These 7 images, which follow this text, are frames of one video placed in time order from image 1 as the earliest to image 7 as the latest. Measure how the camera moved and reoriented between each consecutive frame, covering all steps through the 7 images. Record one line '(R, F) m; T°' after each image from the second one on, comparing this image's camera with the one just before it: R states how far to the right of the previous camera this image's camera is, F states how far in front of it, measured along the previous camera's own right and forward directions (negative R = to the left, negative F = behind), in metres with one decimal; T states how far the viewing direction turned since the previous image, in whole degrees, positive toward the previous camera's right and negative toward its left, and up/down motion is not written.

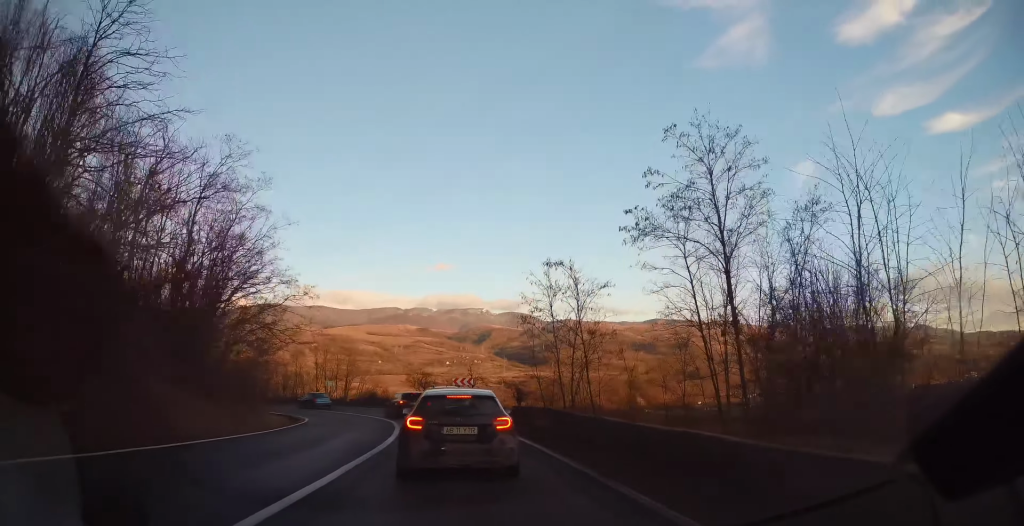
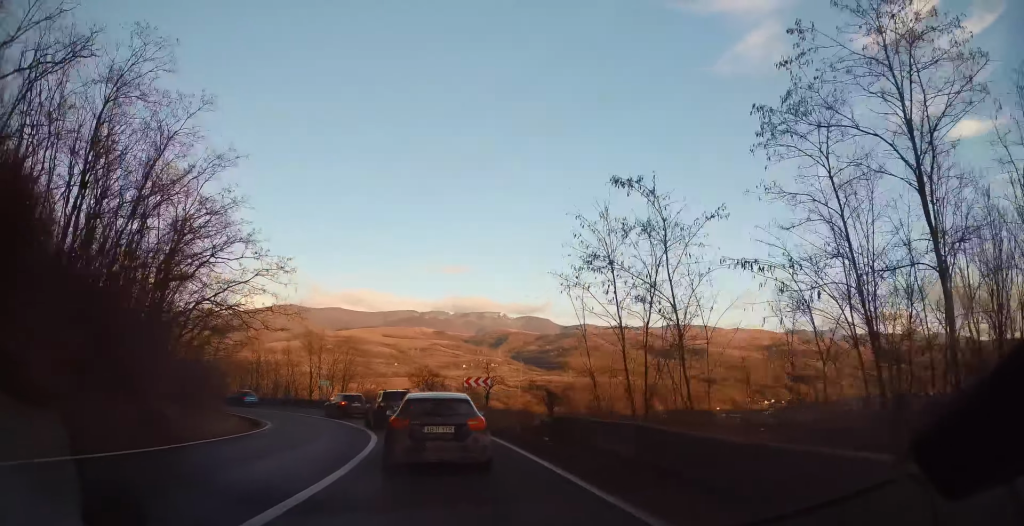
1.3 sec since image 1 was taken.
(-0.5, +8.5) m; -6°
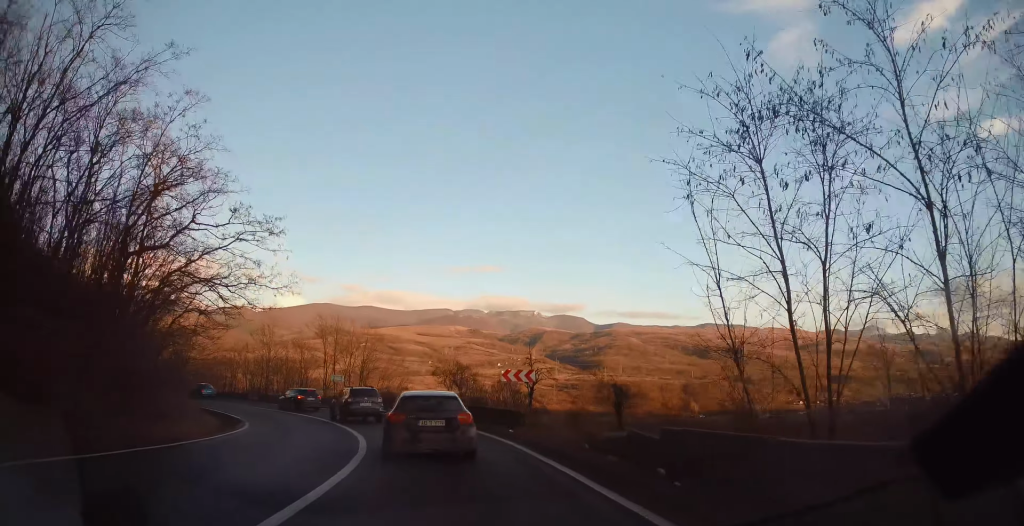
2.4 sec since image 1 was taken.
(-0.4, +7.0) m; -5°
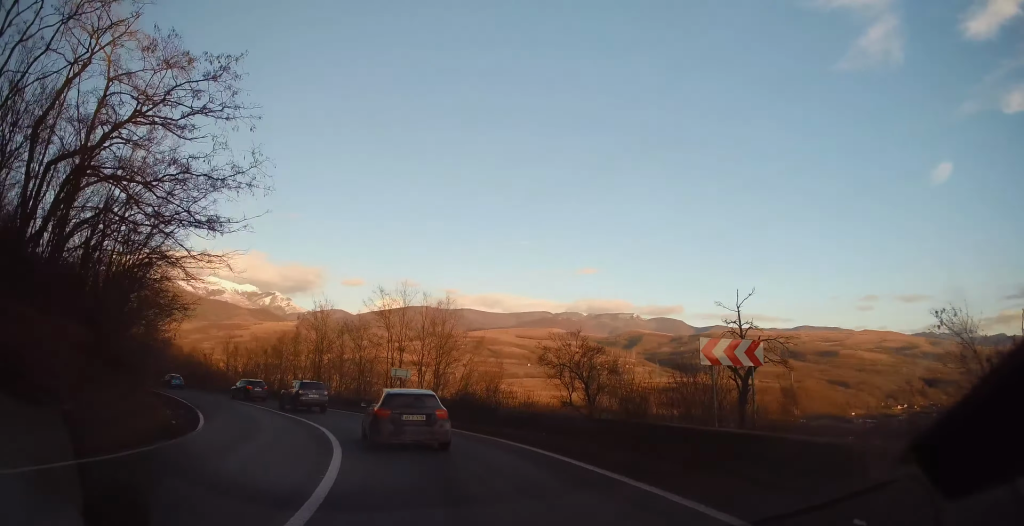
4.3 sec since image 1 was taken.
(-1.0, +12.7) m; -11°
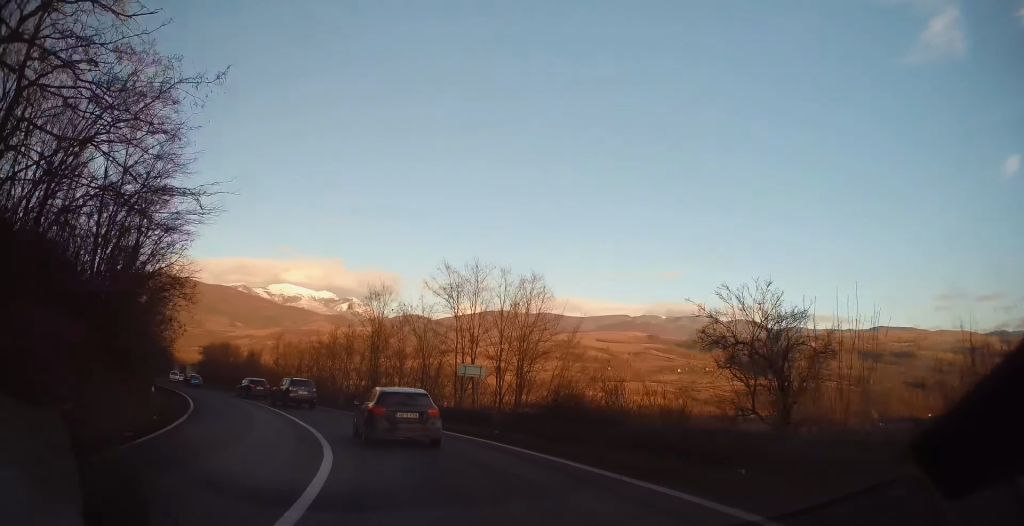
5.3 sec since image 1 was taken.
(-0.6, +7.4) m; -10°
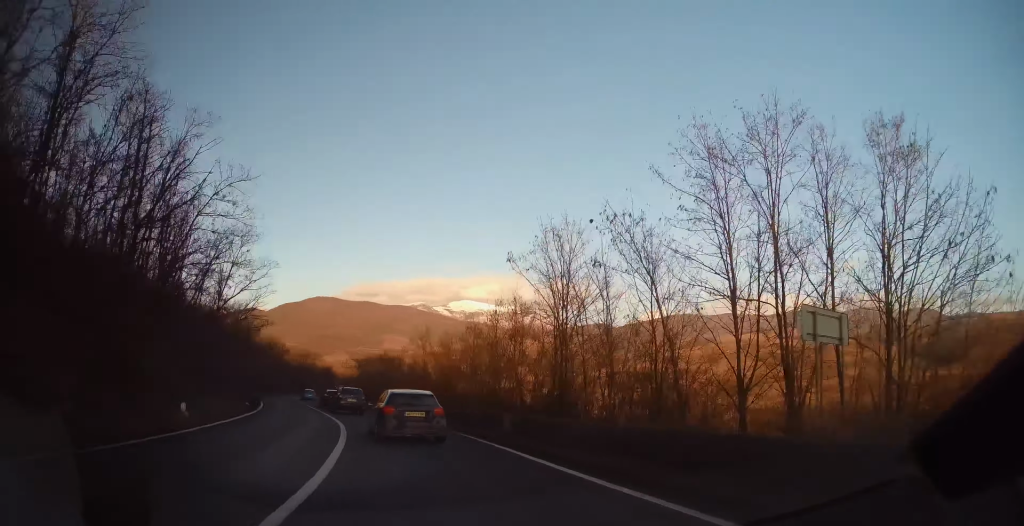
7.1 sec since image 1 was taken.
(-2.3, +14.7) m; -16°
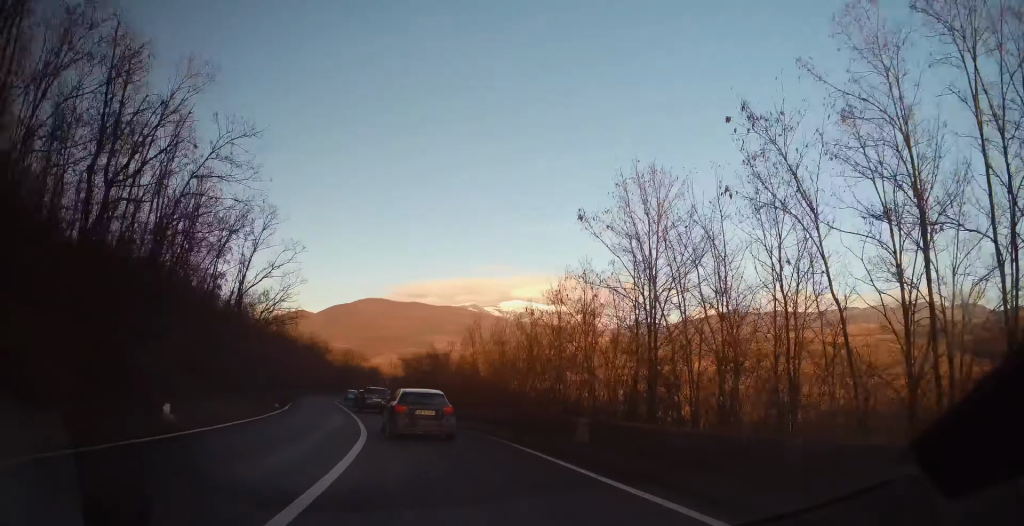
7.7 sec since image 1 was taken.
(0.0, +4.7) m; -4°
